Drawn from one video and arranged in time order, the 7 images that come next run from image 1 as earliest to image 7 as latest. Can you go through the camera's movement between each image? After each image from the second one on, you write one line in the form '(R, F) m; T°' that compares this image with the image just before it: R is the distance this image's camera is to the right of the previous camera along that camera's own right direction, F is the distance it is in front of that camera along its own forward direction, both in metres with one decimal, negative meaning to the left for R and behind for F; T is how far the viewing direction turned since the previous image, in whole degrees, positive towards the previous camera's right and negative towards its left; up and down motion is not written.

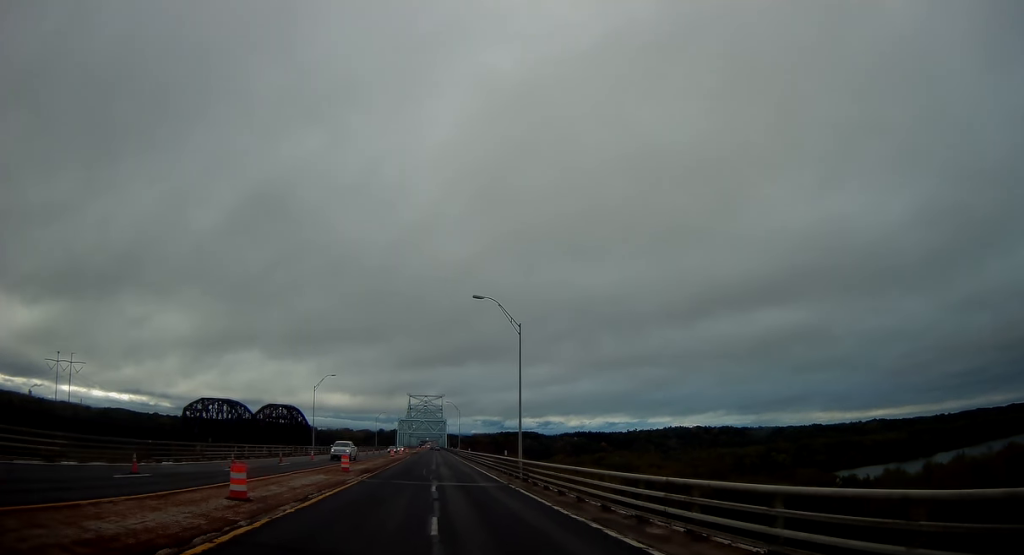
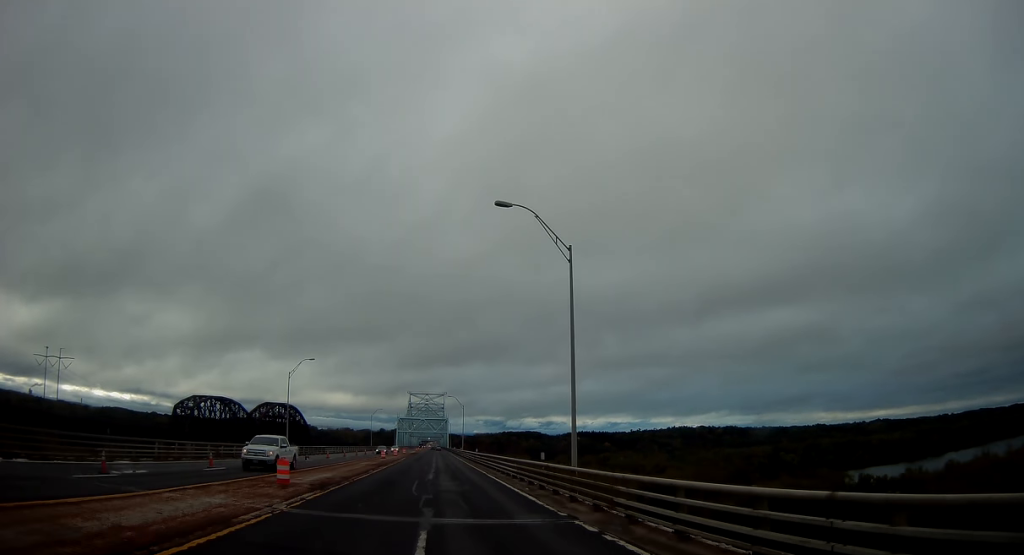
(+0.1, +14.7) m; 0°
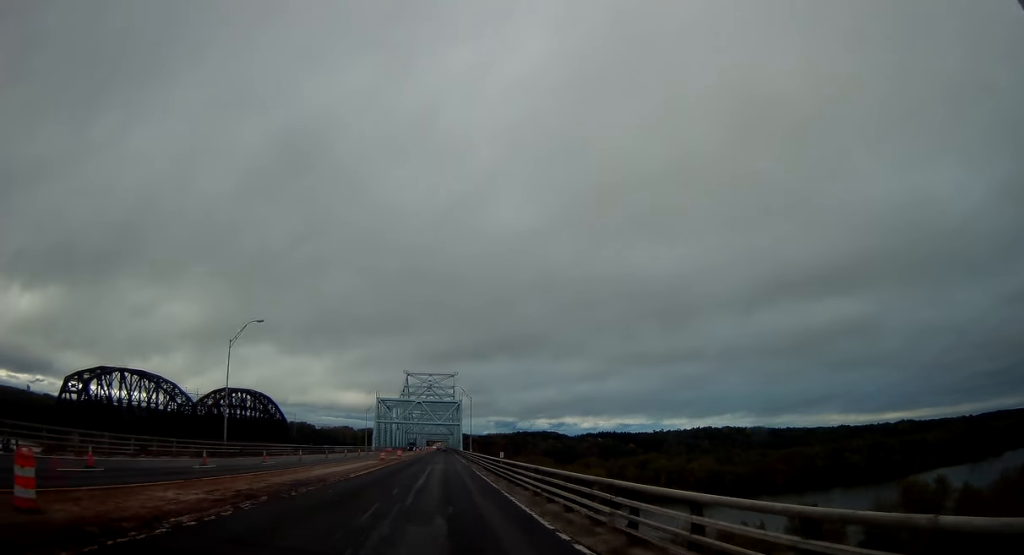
(-1.3, +109.3) m; -1°
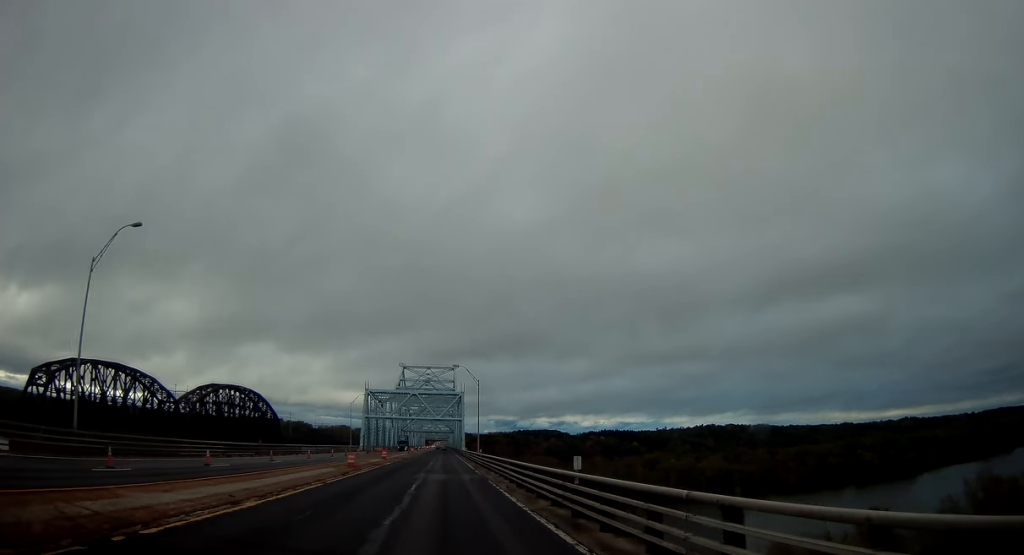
(-0.1, +22.0) m; 0°
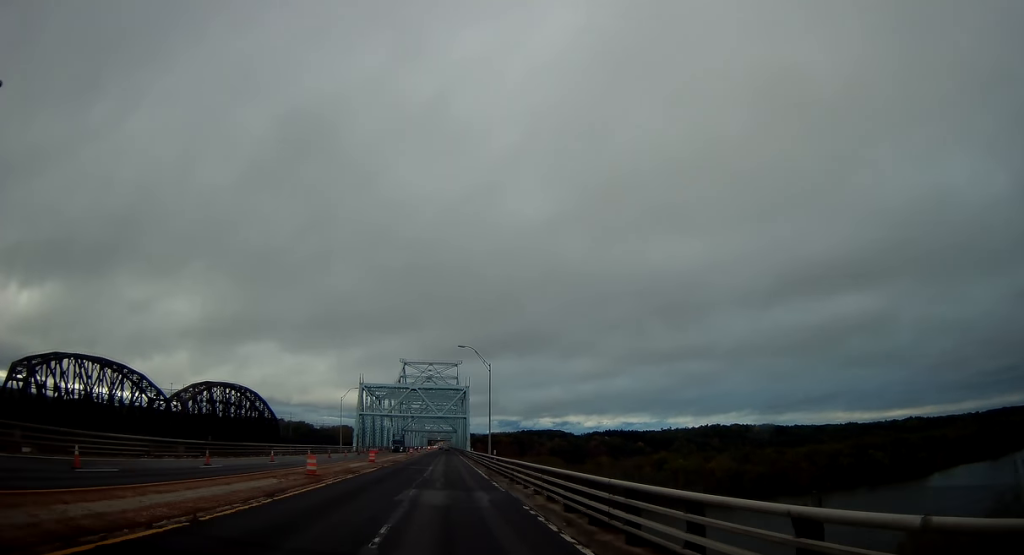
(-0.1, +13.7) m; 0°
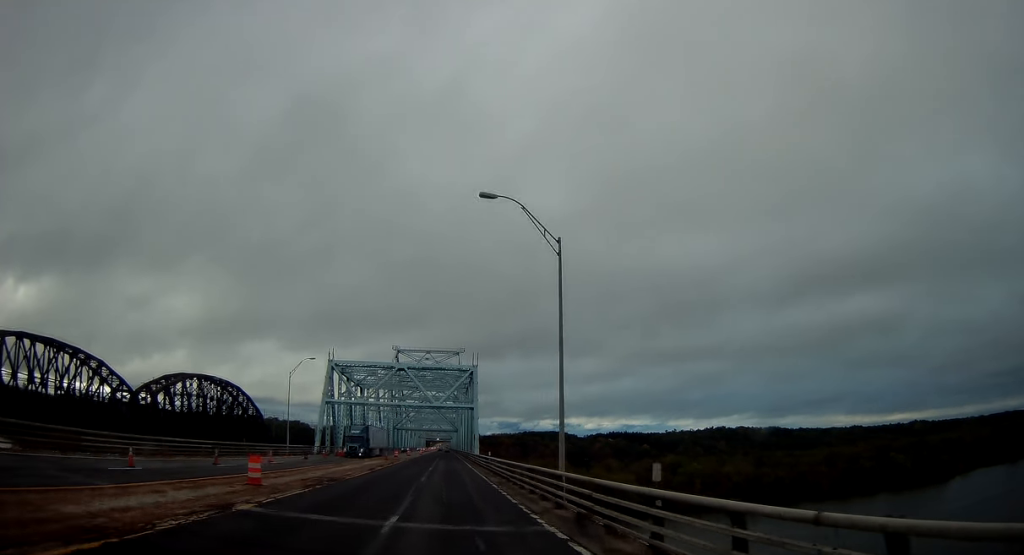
(+0.3, +34.5) m; +1°
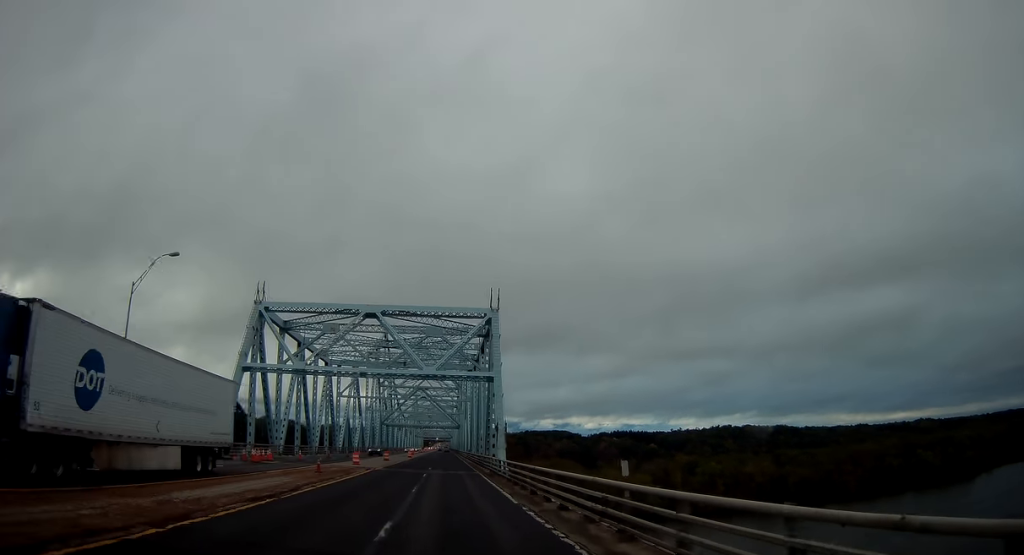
(-0.1, +37.3) m; -1°
